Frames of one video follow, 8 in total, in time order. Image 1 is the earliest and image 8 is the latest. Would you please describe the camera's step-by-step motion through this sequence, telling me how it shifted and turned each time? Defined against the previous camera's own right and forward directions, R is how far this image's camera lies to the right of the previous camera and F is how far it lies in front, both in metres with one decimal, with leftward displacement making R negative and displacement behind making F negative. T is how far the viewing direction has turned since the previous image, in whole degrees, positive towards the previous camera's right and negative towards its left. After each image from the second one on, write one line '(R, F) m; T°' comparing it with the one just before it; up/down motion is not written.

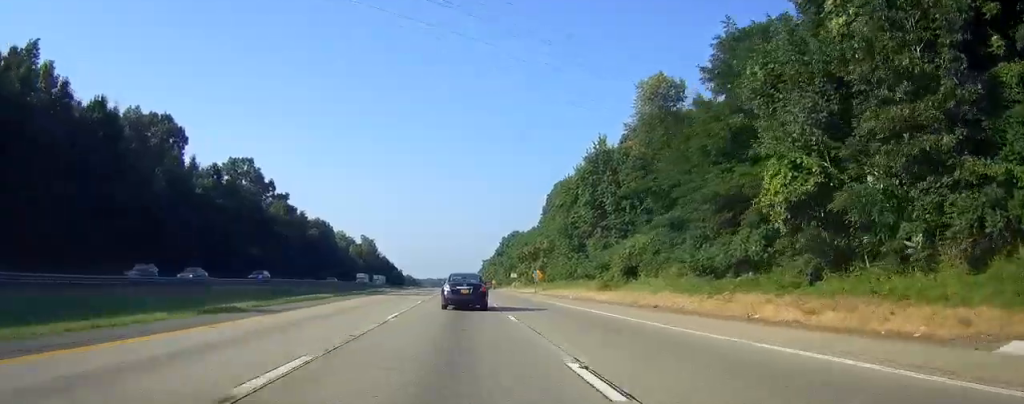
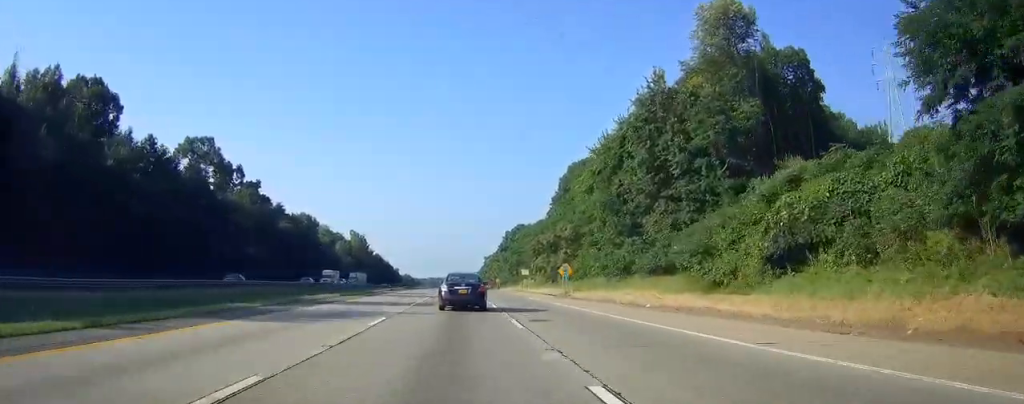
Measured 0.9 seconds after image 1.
(-0.1, +27.6) m; -1°
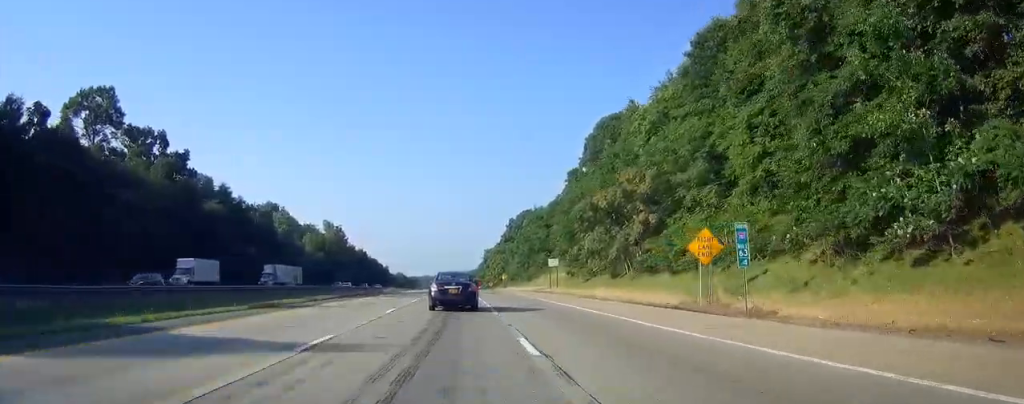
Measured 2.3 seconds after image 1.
(-0.4, +43.8) m; -1°
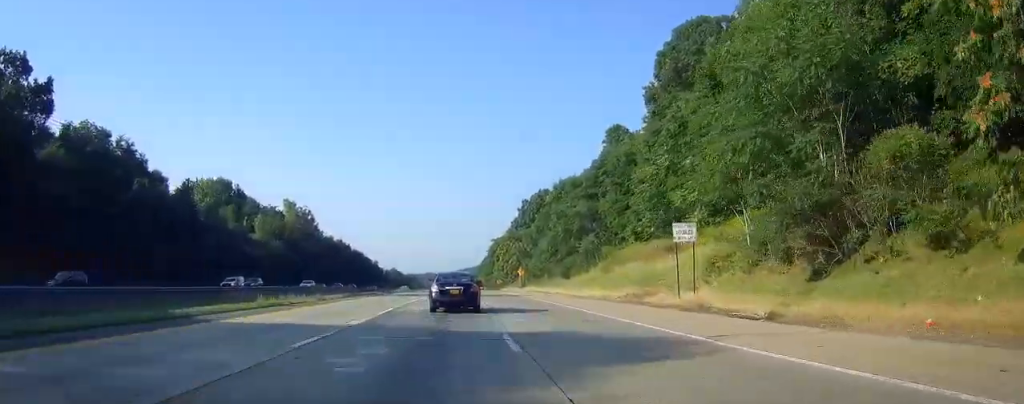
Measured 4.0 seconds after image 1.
(-0.1, +49.5) m; 0°
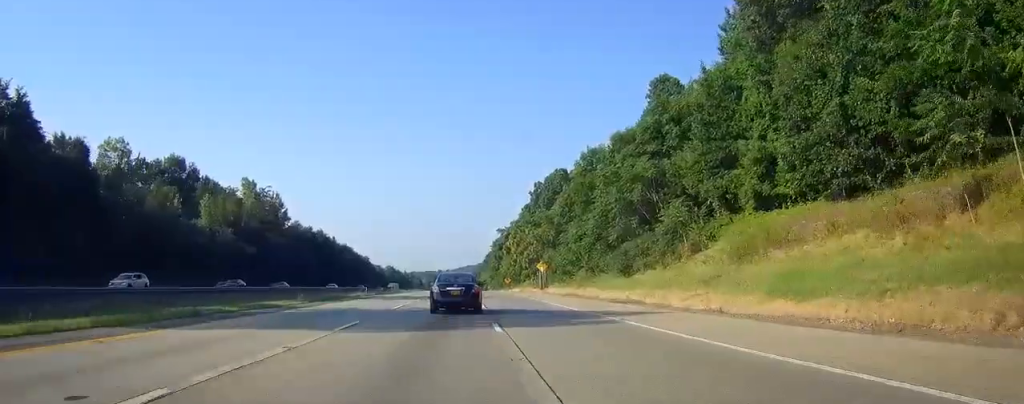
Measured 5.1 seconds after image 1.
(0.0, +33.3) m; 0°
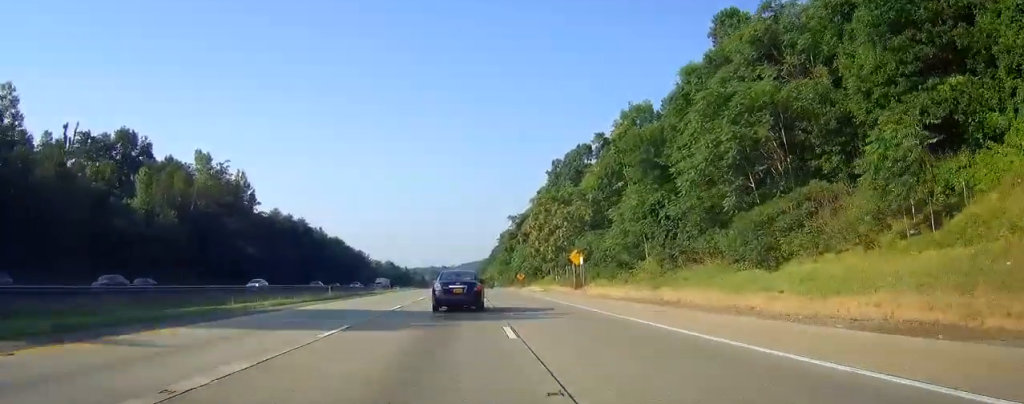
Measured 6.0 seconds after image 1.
(+0.1, +27.2) m; 0°
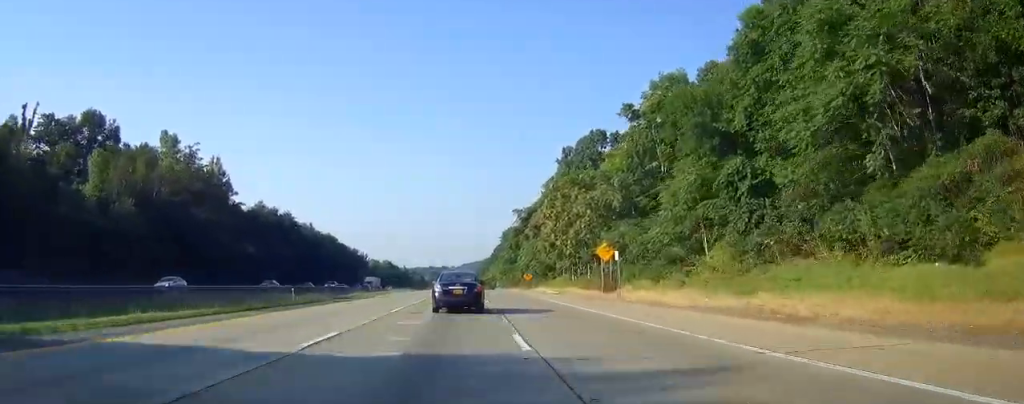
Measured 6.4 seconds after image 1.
(0.0, +14.1) m; 0°
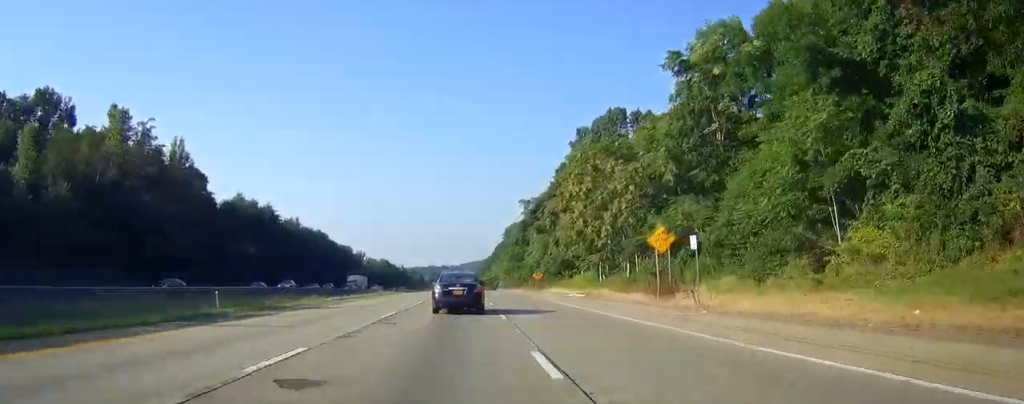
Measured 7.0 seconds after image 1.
(-0.1, +16.2) m; 0°
